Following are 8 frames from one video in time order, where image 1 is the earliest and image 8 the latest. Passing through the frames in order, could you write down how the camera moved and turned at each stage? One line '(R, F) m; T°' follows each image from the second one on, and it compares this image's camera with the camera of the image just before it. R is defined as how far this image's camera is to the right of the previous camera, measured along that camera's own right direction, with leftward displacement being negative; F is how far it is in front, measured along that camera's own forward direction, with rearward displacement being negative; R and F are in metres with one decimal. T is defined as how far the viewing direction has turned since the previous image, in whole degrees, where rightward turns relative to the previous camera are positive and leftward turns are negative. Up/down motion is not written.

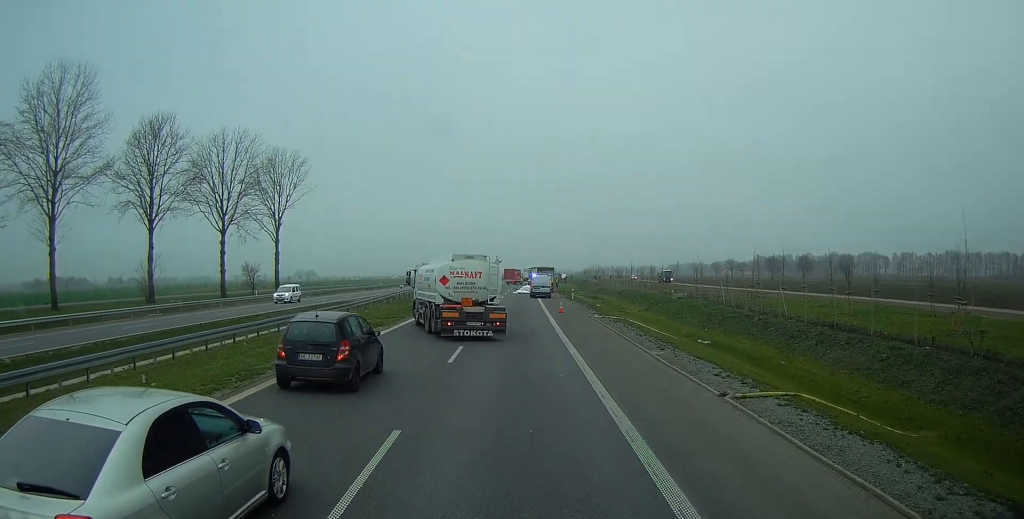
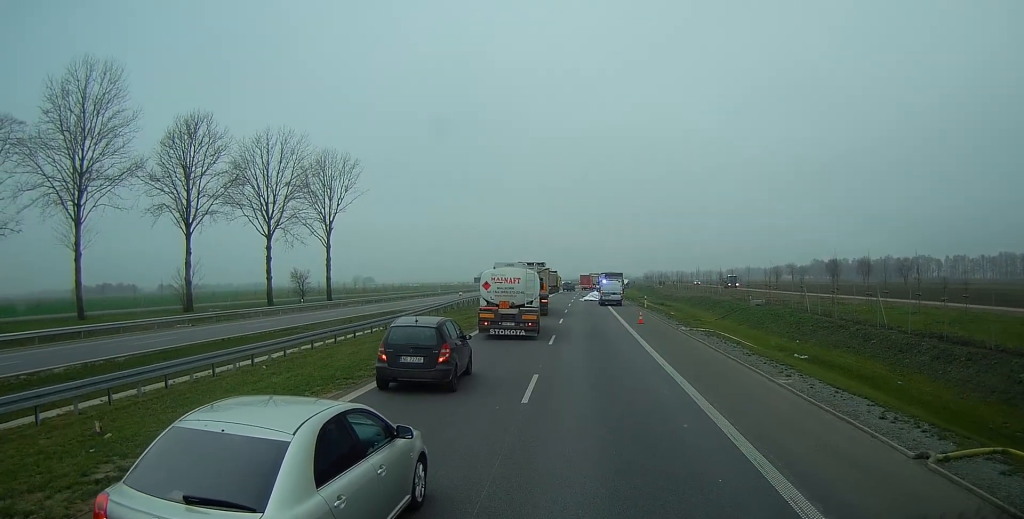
(-0.2, +5.8) m; -1°
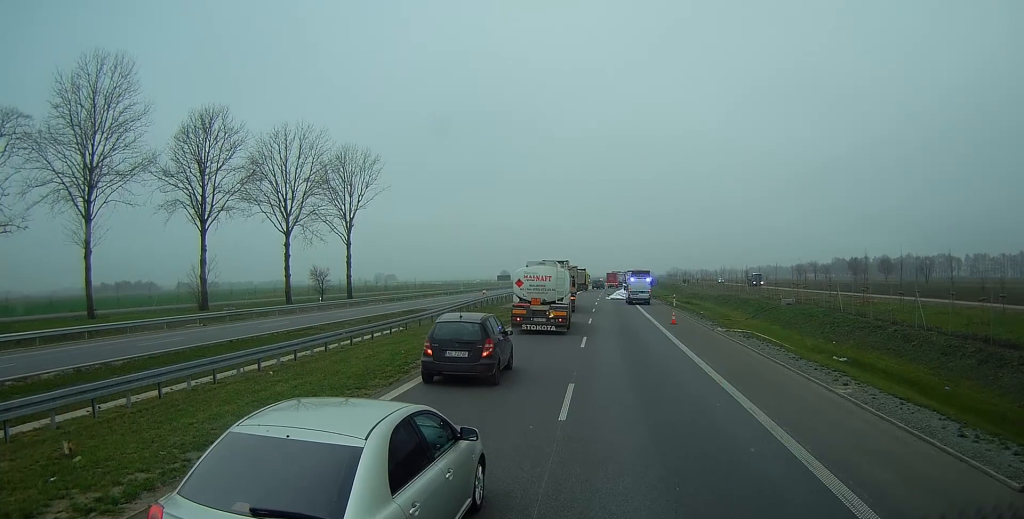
(-0.1, +1.9) m; +2°
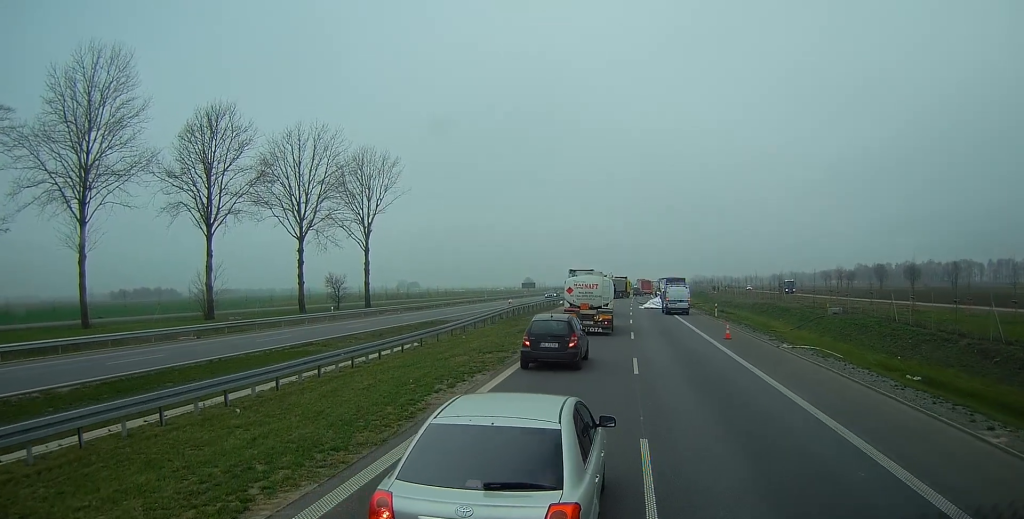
(+0.2, +5.2) m; -1°
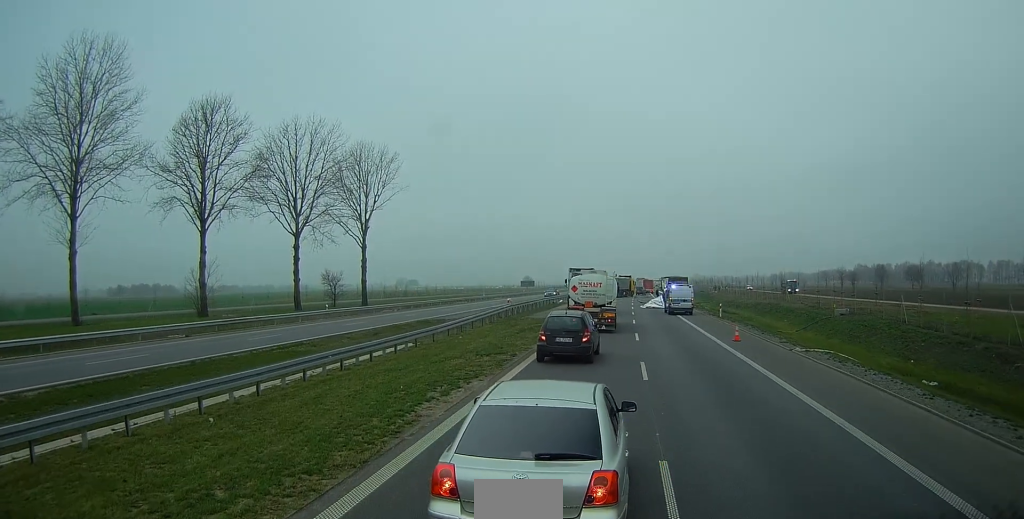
(0.0, +1.7) m; -1°
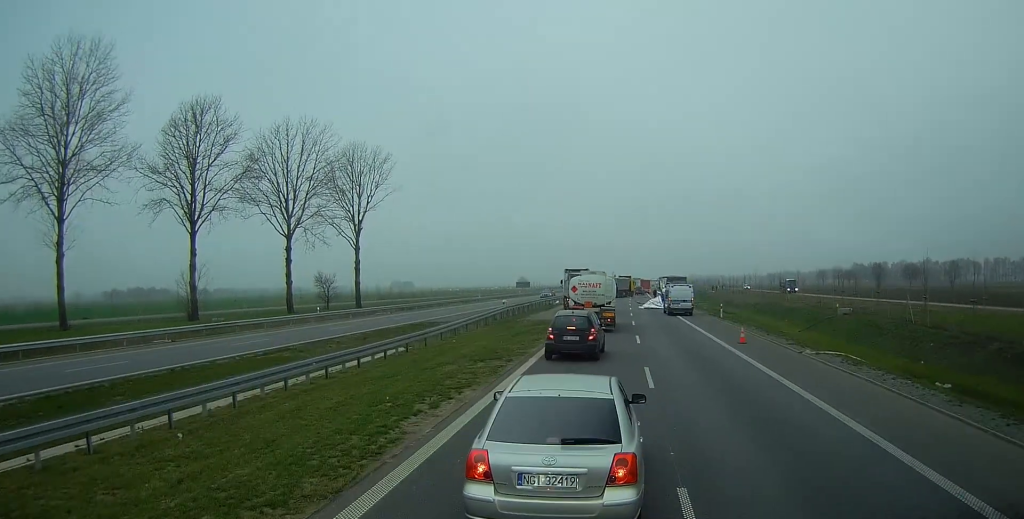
(0.0, +1.4) m; 0°
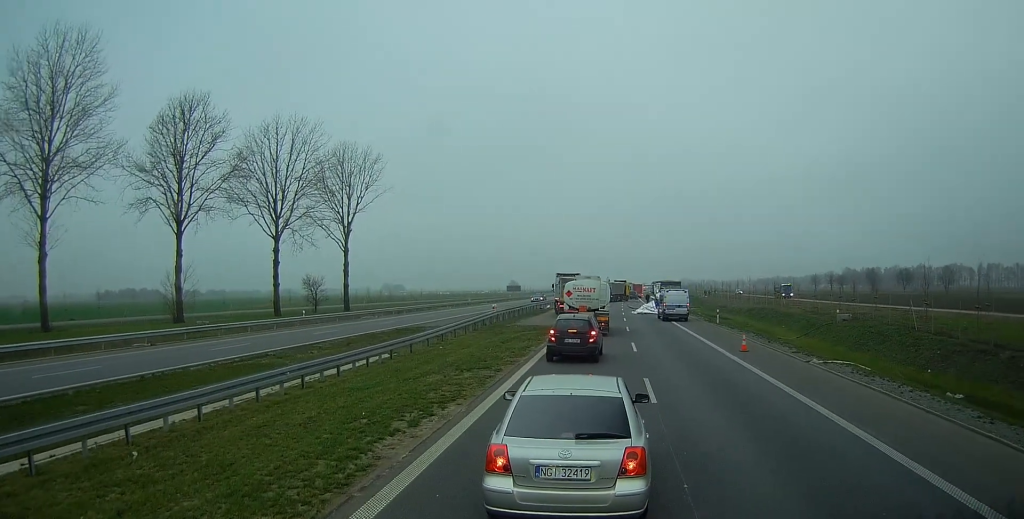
(0.0, +1.6) m; 0°
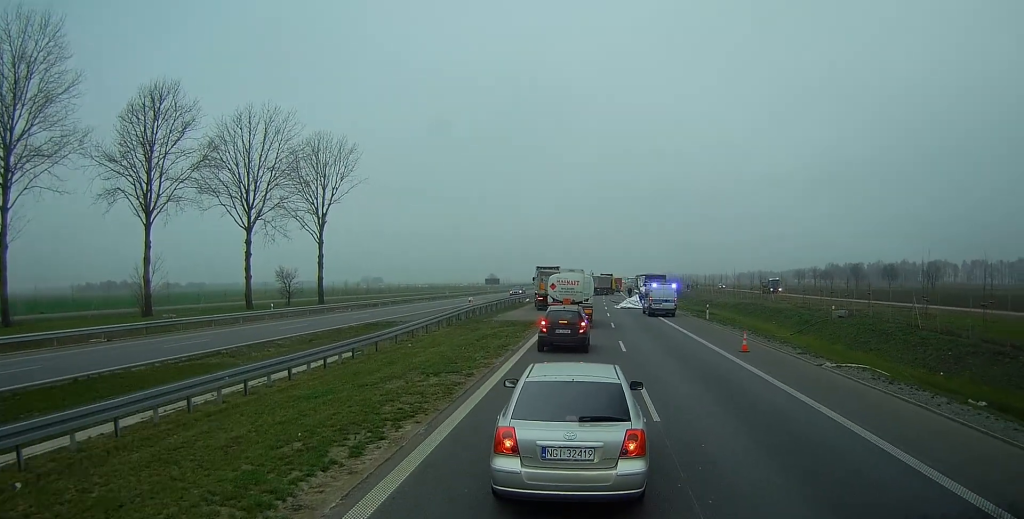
(0.0, +2.7) m; 0°
